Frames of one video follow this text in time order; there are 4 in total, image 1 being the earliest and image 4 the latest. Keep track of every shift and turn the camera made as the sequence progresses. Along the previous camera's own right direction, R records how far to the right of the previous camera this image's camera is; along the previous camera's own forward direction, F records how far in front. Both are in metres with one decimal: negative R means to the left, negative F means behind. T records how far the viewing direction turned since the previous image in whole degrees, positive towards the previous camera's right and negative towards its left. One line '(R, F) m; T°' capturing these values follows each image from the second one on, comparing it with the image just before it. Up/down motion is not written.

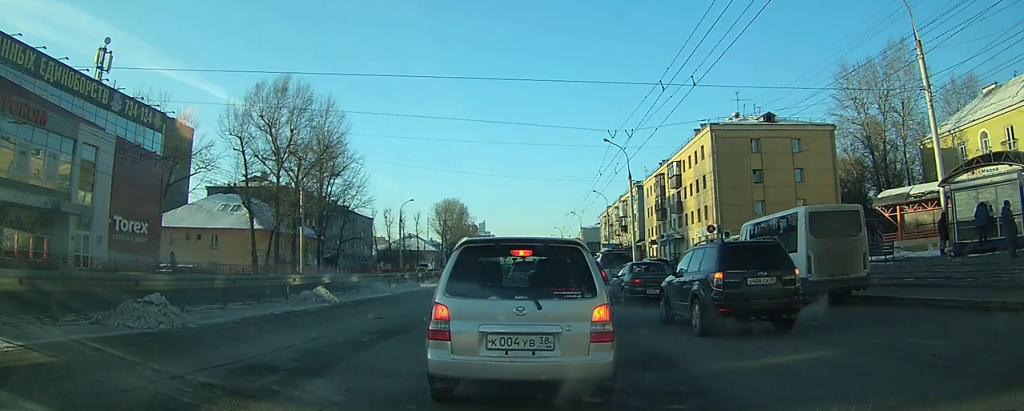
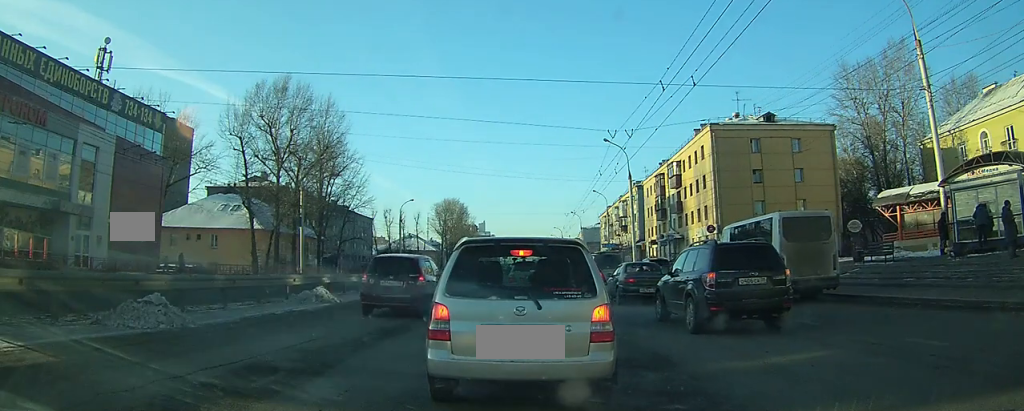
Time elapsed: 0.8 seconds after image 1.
(0.0, 0.0) m; 0°
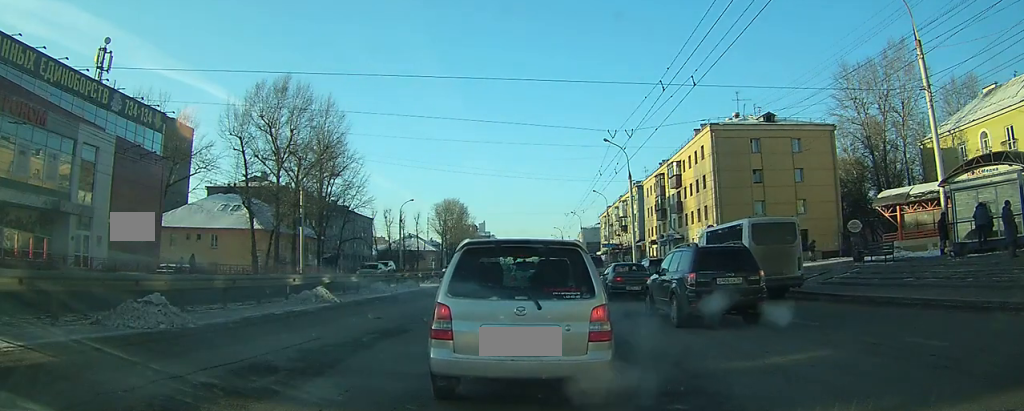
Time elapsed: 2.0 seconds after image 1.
(0.0, 0.0) m; 0°
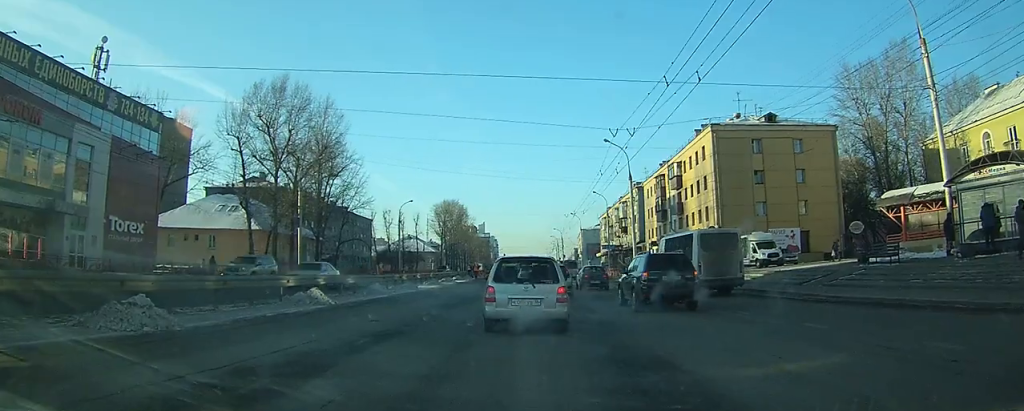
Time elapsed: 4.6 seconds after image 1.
(0.0, 0.0) m; 0°
